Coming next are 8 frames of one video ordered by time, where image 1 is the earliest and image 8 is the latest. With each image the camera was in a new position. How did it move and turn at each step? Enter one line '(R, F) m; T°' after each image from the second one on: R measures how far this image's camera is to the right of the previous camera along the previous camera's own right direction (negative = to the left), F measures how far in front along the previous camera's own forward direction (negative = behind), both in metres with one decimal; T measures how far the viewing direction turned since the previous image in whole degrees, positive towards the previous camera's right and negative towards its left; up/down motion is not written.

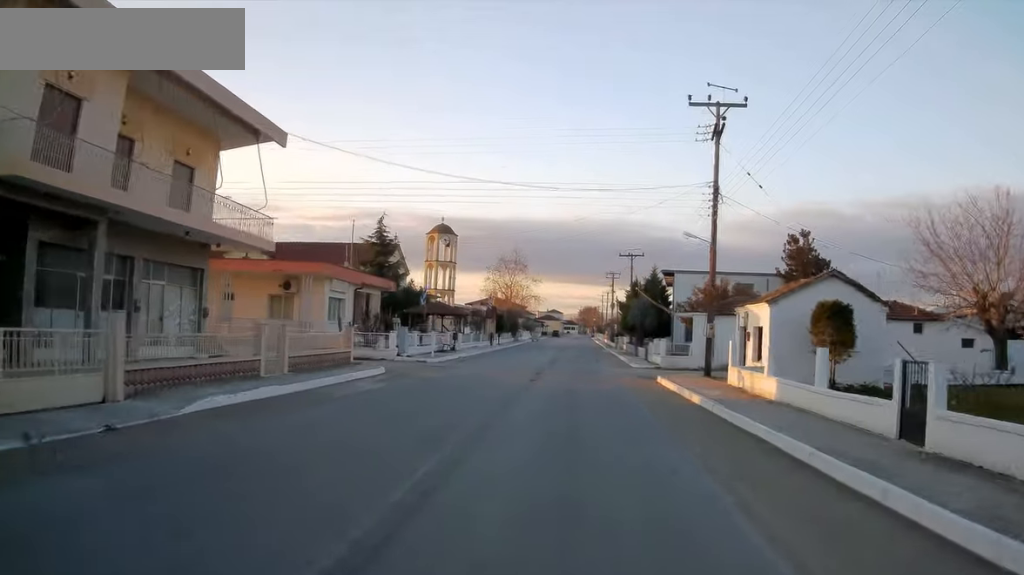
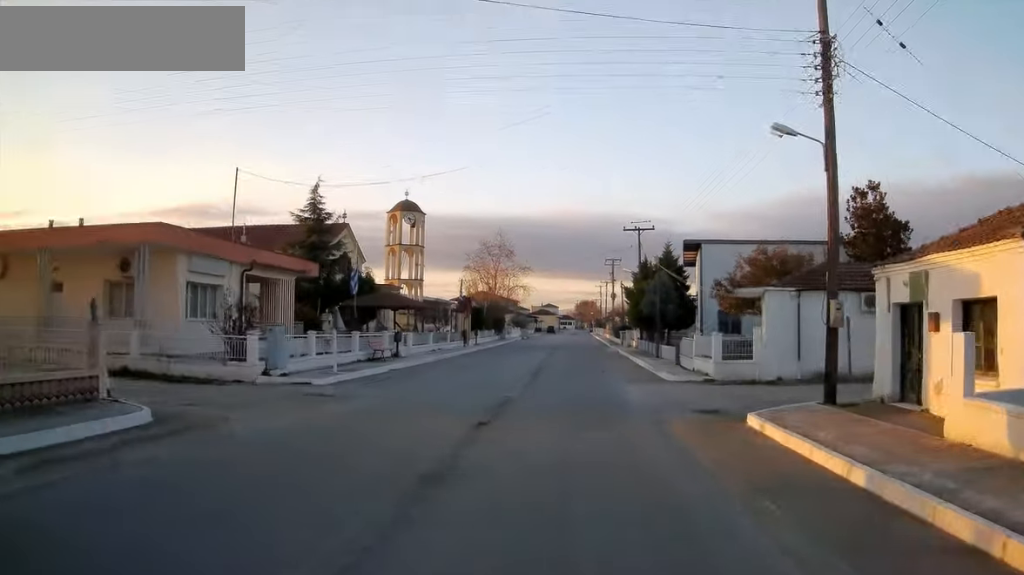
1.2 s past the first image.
(+0.2, +13.8) m; 0°
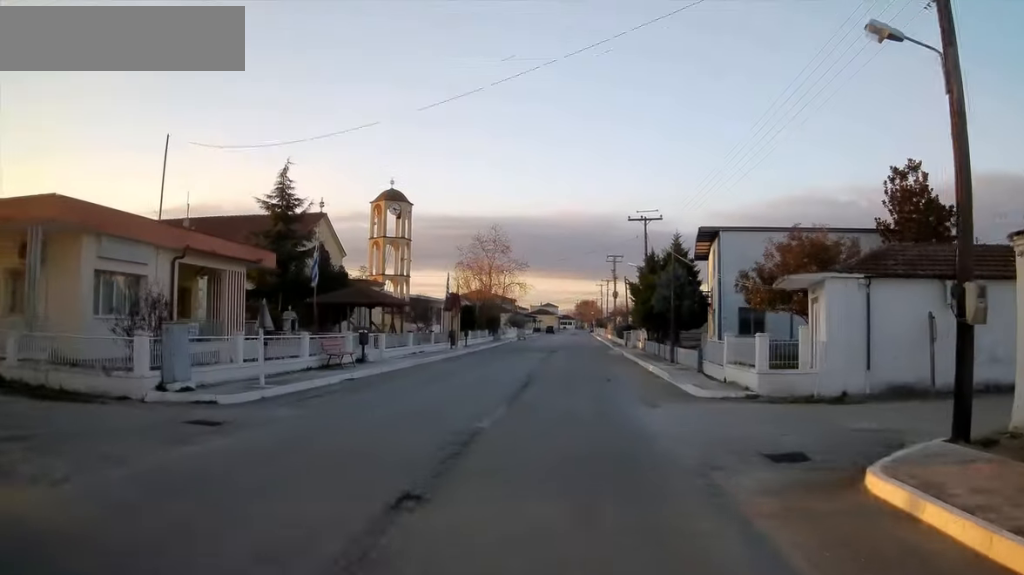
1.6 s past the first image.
(0.0, +5.1) m; 0°
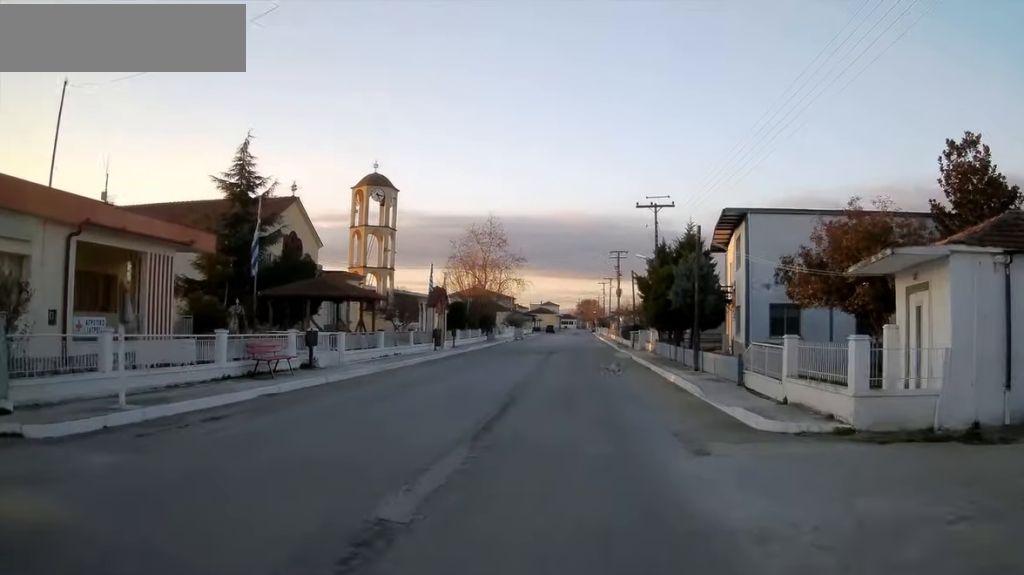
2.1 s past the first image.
(-0.1, +5.5) m; 0°
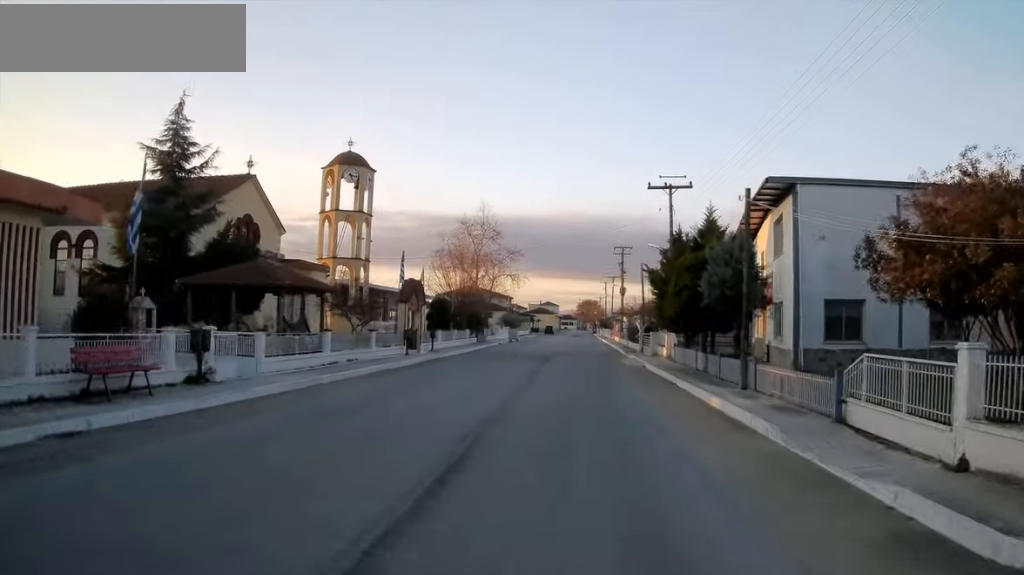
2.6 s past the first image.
(0.0, +6.6) m; 0°
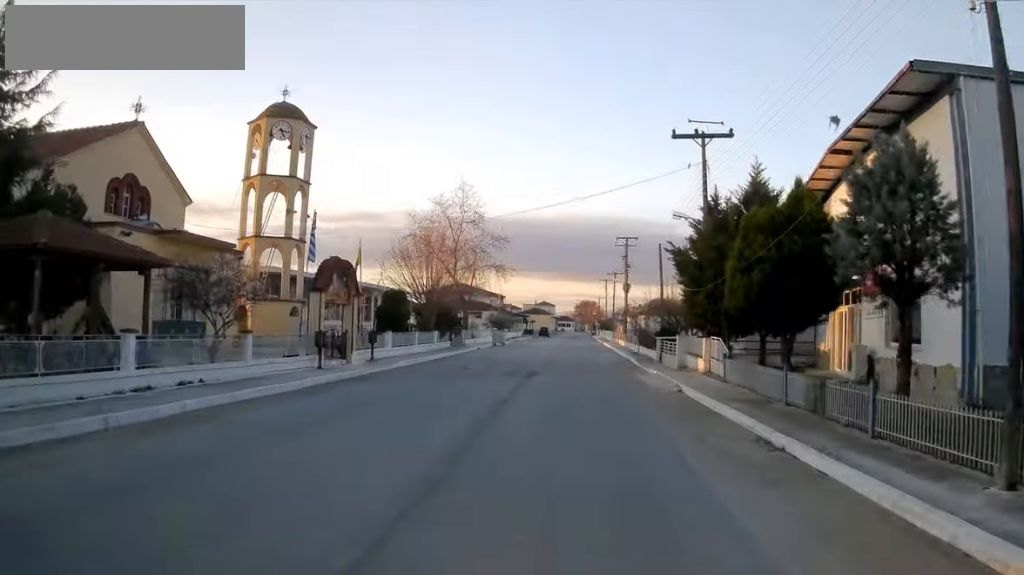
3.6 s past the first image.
(+0.2, +10.8) m; +1°
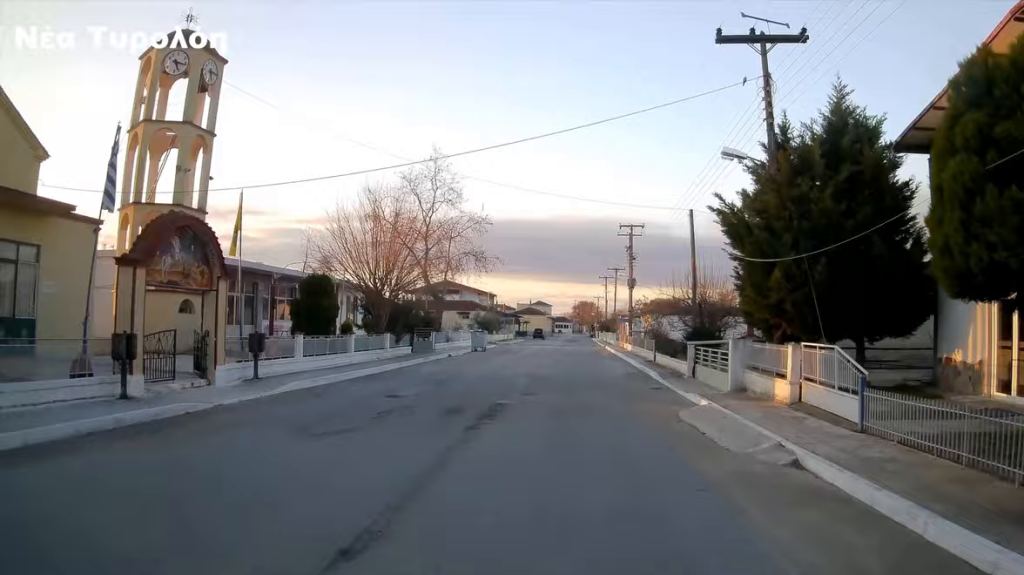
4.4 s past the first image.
(-0.1, +9.9) m; -1°
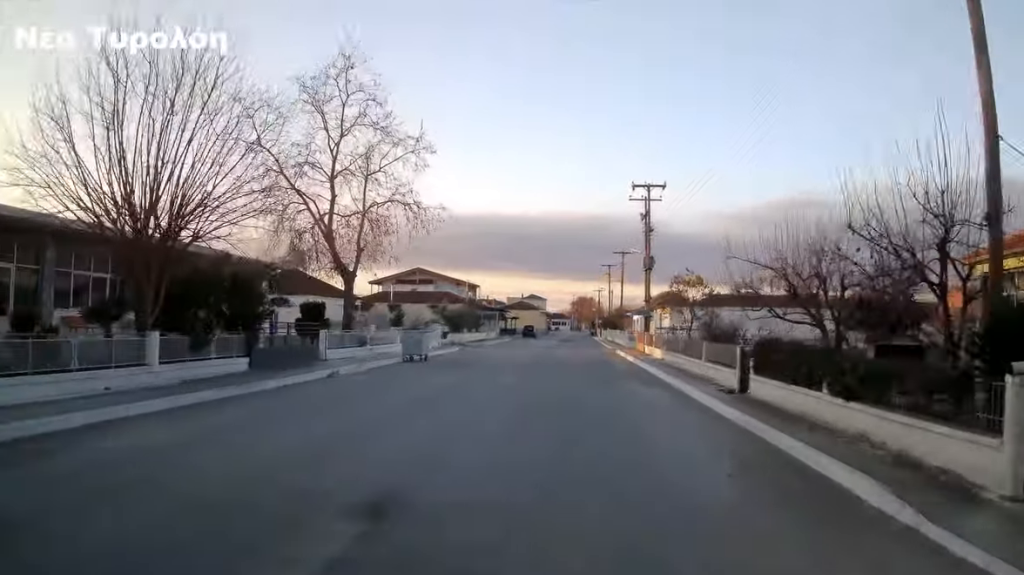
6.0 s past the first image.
(0.0, +18.0) m; 0°
